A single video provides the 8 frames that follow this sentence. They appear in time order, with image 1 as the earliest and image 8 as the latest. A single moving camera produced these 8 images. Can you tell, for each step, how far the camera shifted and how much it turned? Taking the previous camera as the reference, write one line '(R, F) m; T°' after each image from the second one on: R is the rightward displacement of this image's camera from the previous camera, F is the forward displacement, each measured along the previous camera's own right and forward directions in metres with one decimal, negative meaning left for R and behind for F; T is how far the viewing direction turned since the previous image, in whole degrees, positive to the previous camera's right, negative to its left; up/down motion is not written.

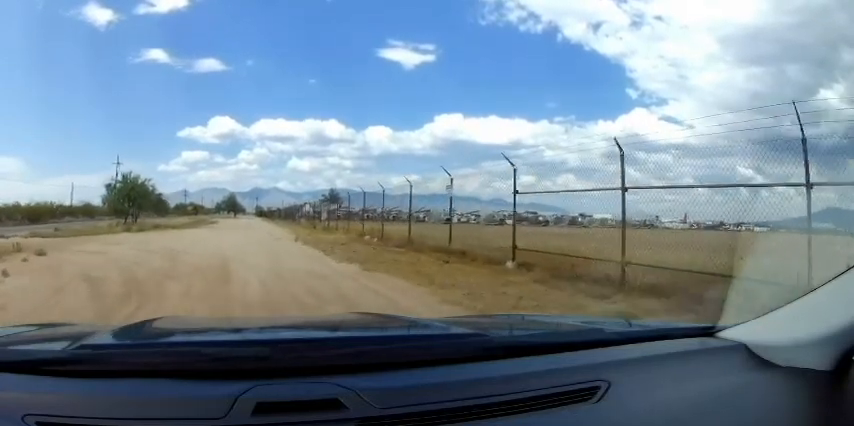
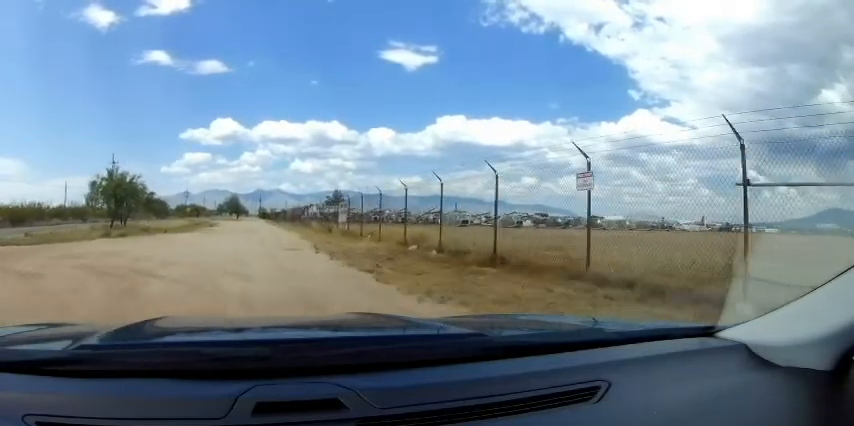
(0.0, +3.0) m; 0°
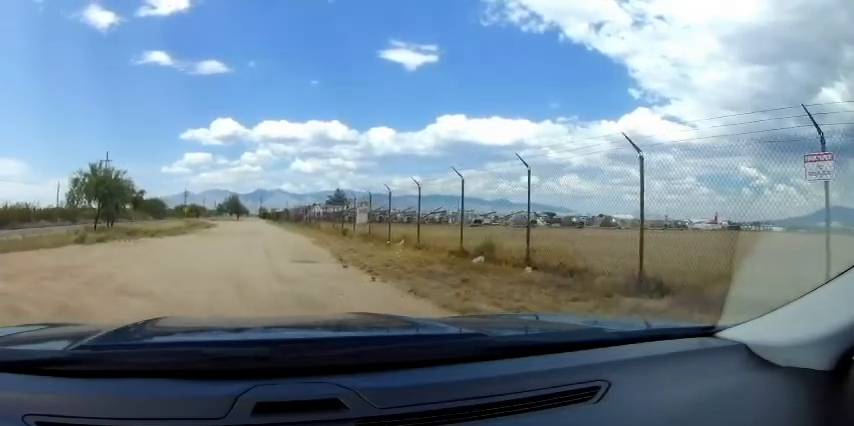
(0.0, +2.5) m; 0°
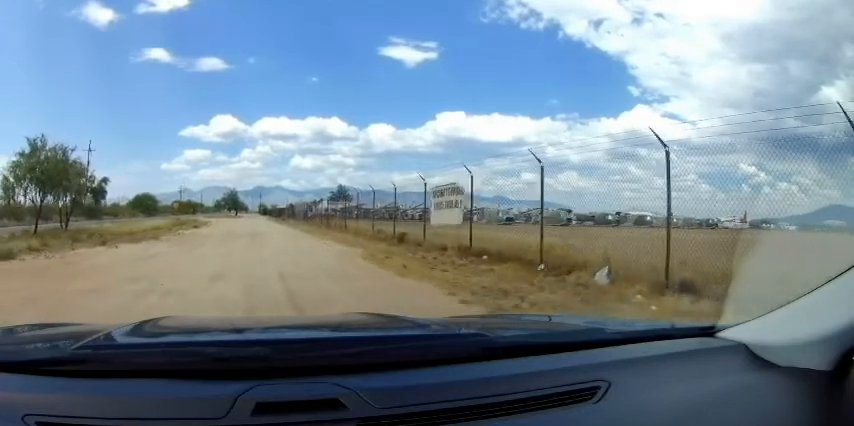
(0.0, +5.8) m; 0°
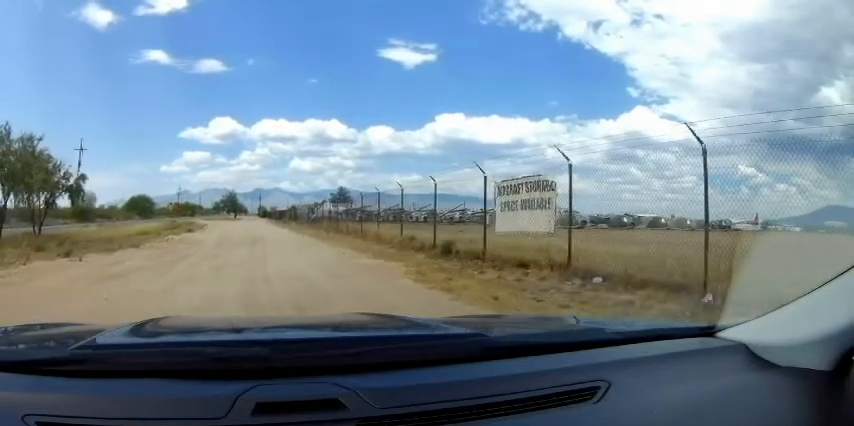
(0.0, +2.3) m; 0°
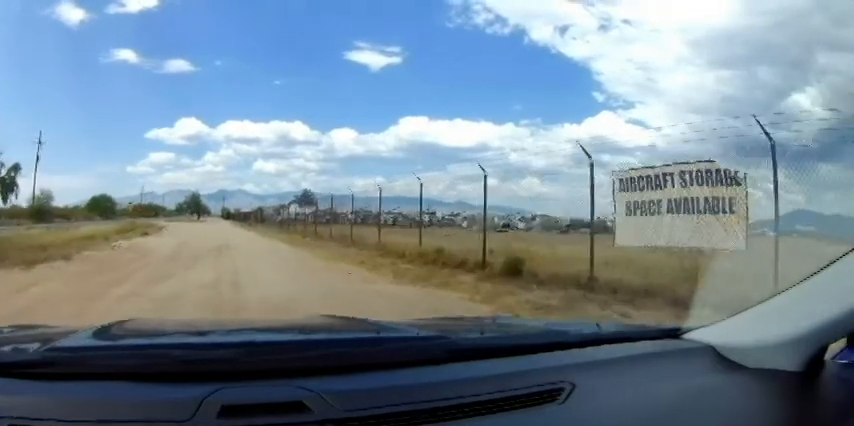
(0.0, +2.8) m; 0°
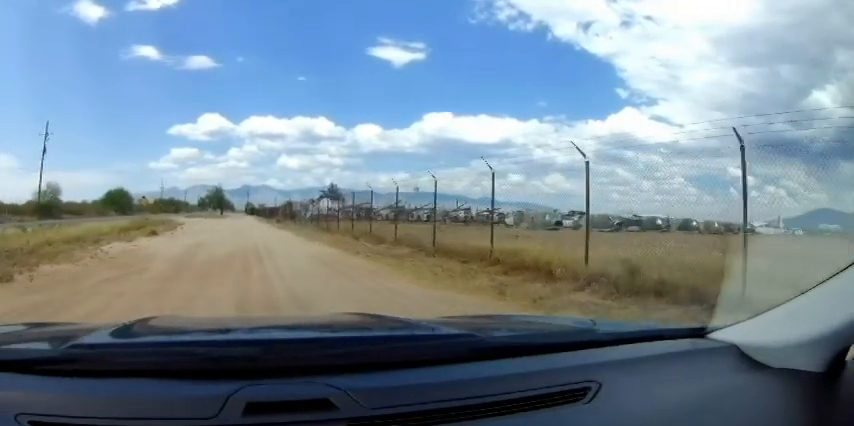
(0.0, +3.3) m; 0°
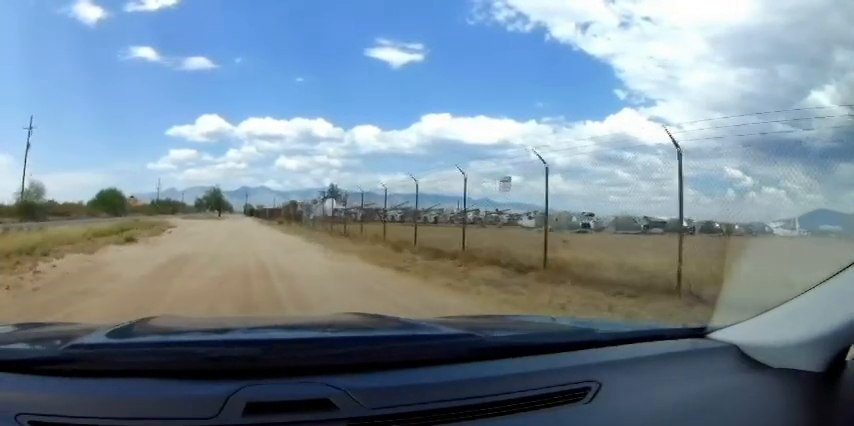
(0.0, +3.1) m; 0°
